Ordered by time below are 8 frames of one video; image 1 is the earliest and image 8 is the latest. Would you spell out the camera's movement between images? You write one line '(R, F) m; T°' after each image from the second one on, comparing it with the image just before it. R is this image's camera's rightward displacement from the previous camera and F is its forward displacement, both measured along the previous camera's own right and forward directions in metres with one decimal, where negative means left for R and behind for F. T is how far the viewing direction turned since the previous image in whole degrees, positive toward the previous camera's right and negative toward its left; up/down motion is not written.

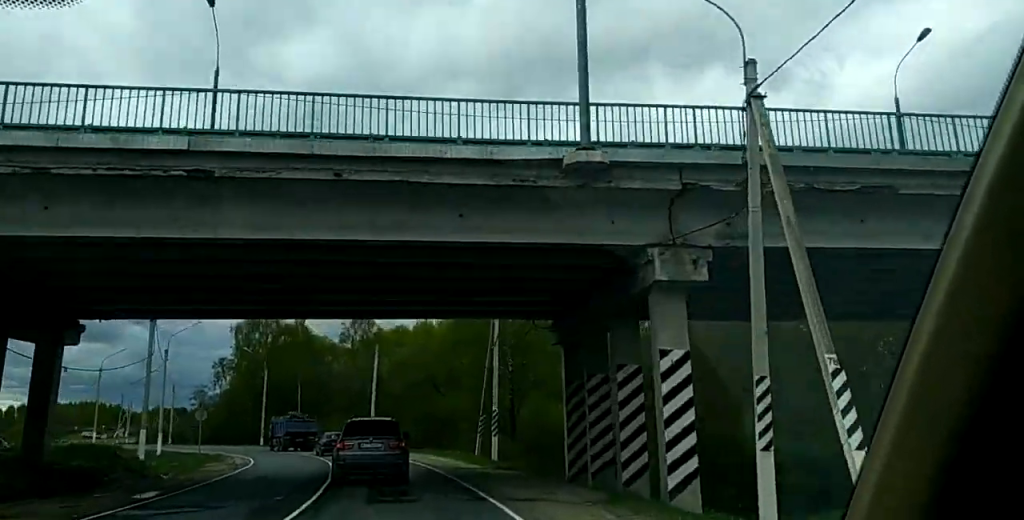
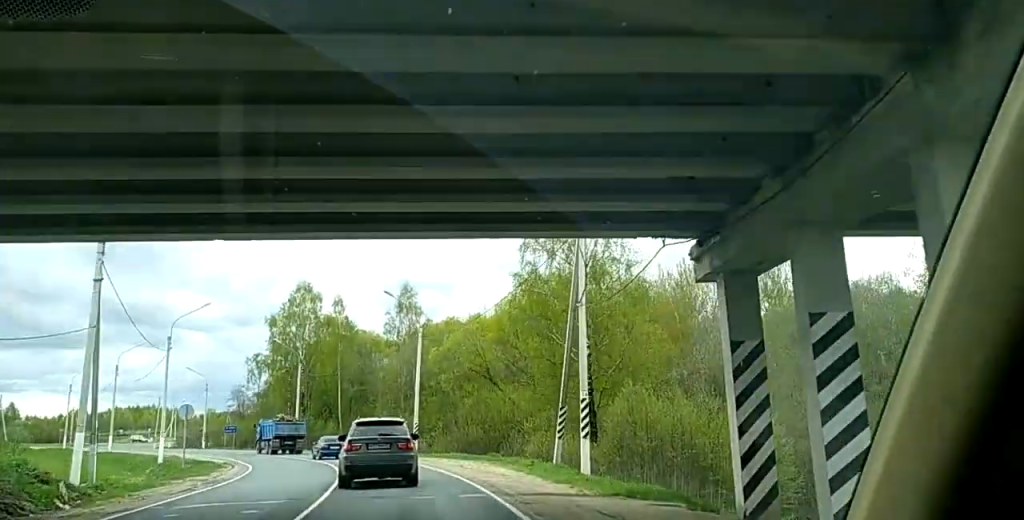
(-0.2, +12.9) m; -2°
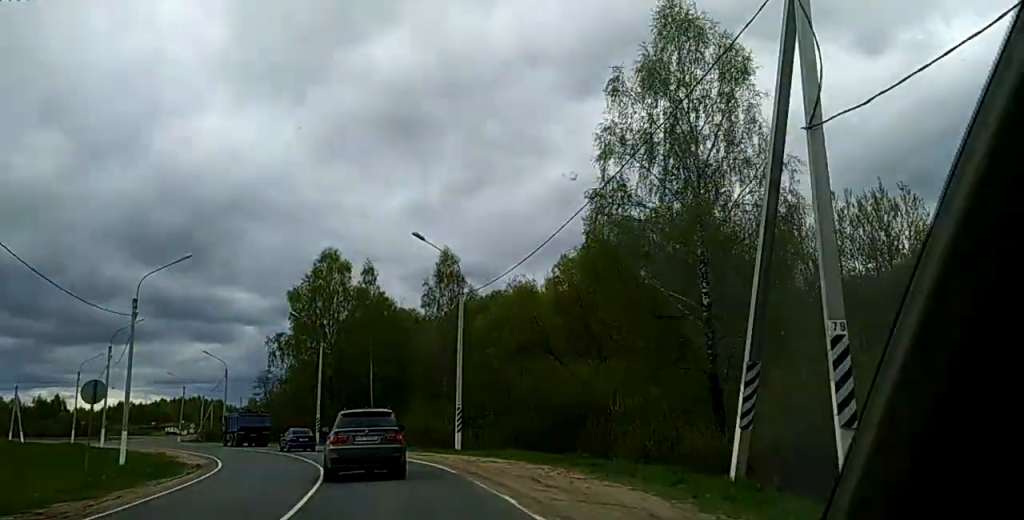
(-0.3, +15.2) m; -3°
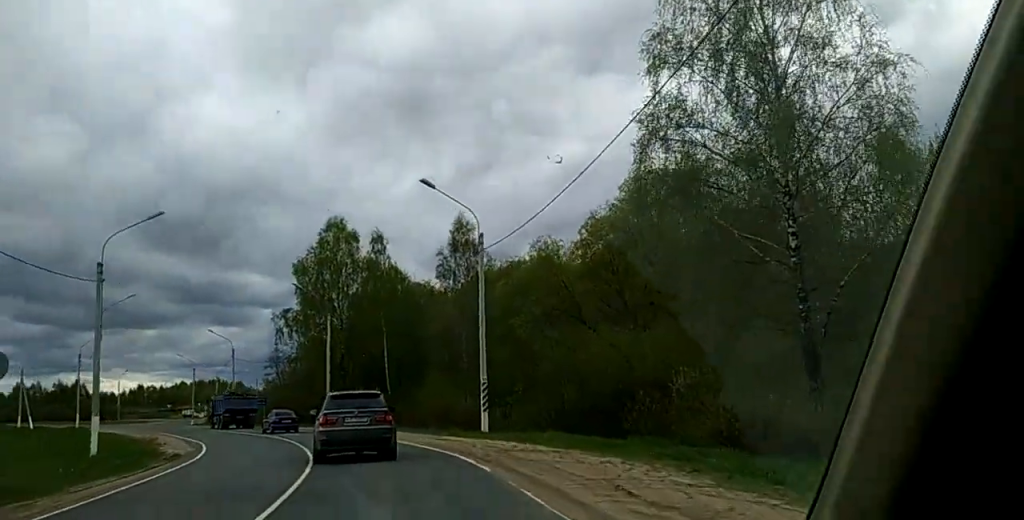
(+0.1, +7.2) m; -3°
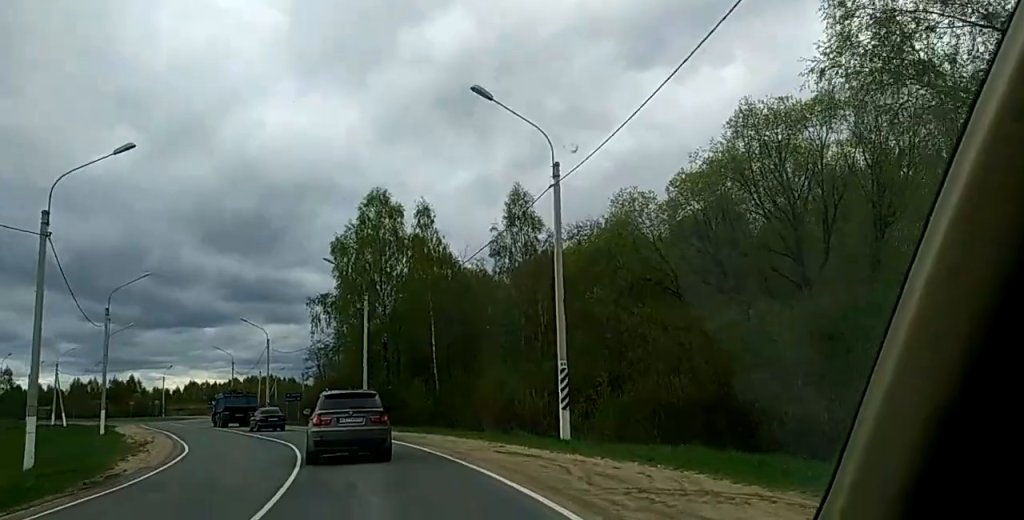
(-0.6, +10.9) m; -6°
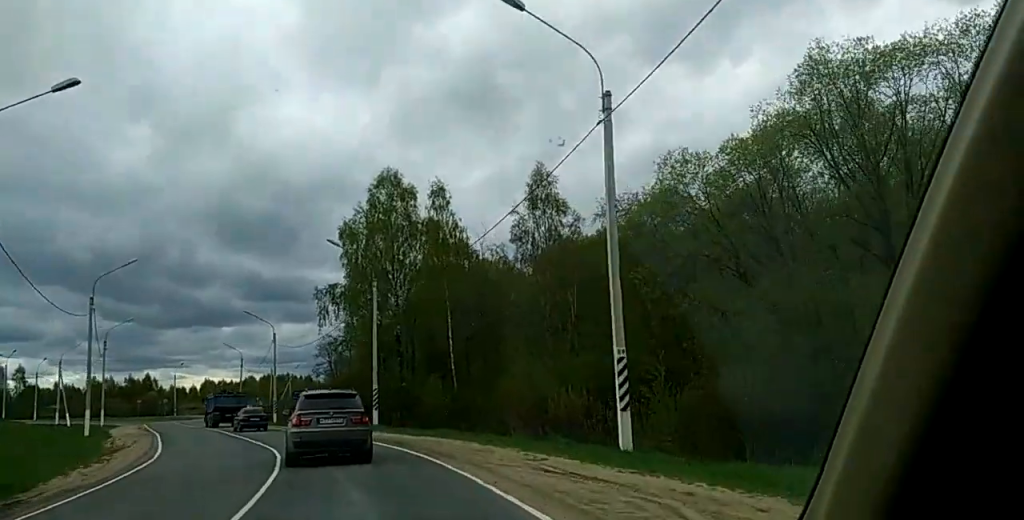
(-0.3, +6.4) m; -2°
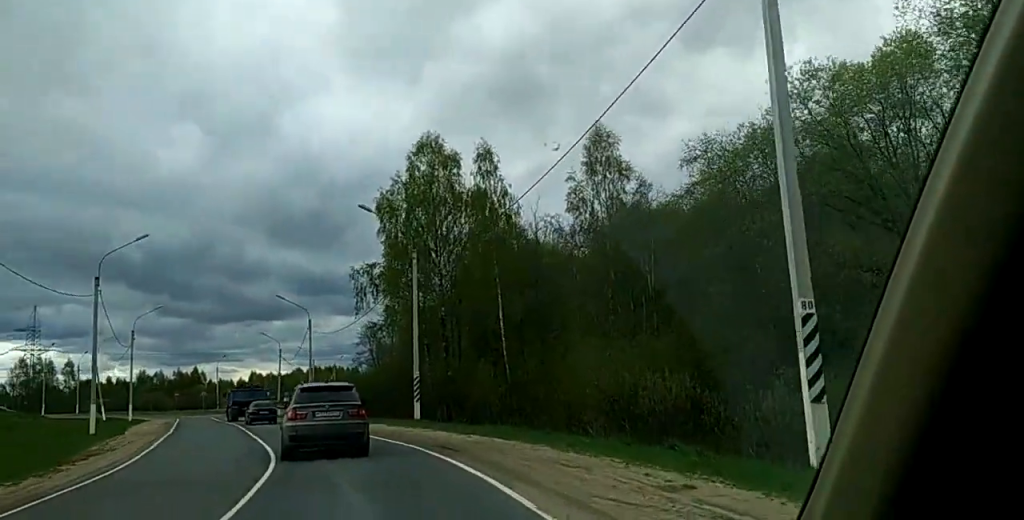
(-0.1, +8.0) m; -2°
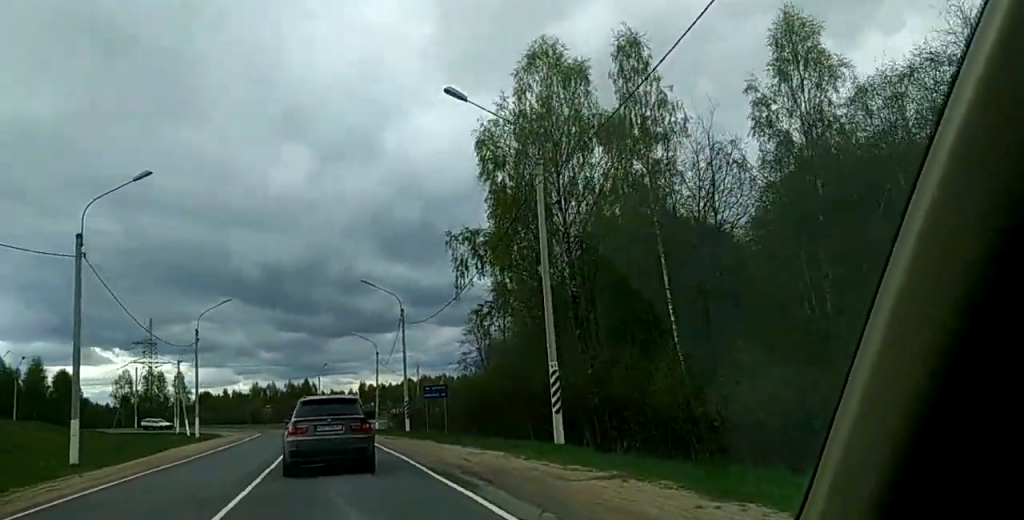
(-1.1, +19.2) m; -6°
